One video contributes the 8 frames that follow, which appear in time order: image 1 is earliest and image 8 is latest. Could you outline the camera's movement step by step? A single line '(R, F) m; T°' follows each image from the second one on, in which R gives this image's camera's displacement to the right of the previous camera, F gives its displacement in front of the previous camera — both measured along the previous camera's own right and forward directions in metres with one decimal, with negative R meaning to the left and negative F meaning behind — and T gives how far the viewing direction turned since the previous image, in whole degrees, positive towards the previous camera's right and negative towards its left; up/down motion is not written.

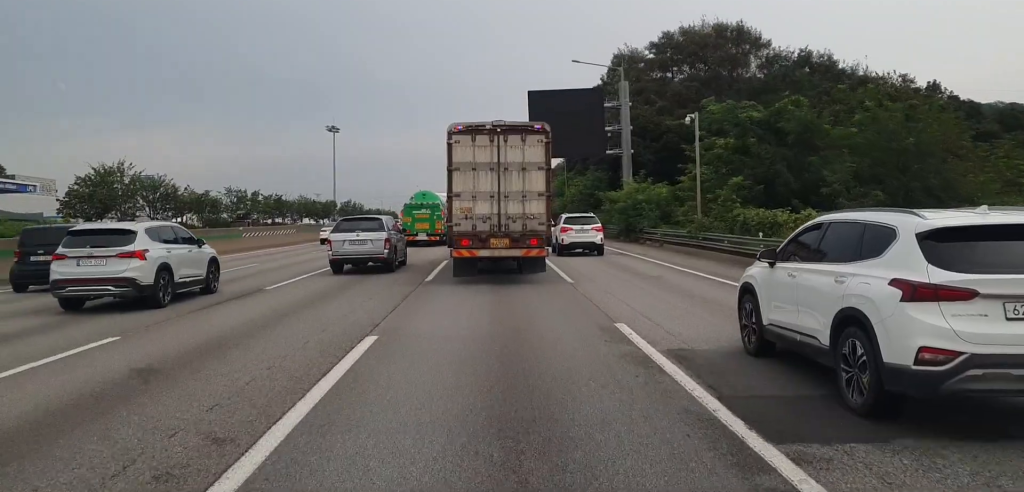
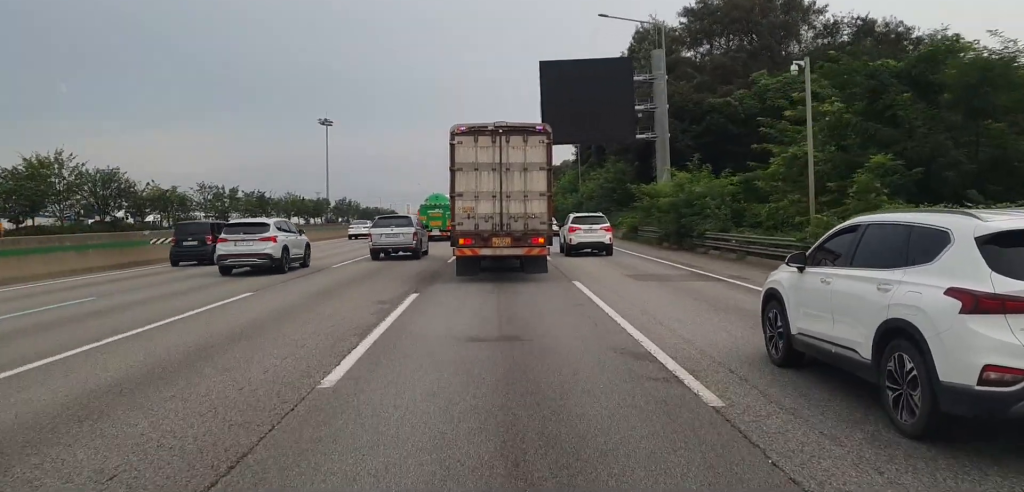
(0.0, +8.5) m; -2°
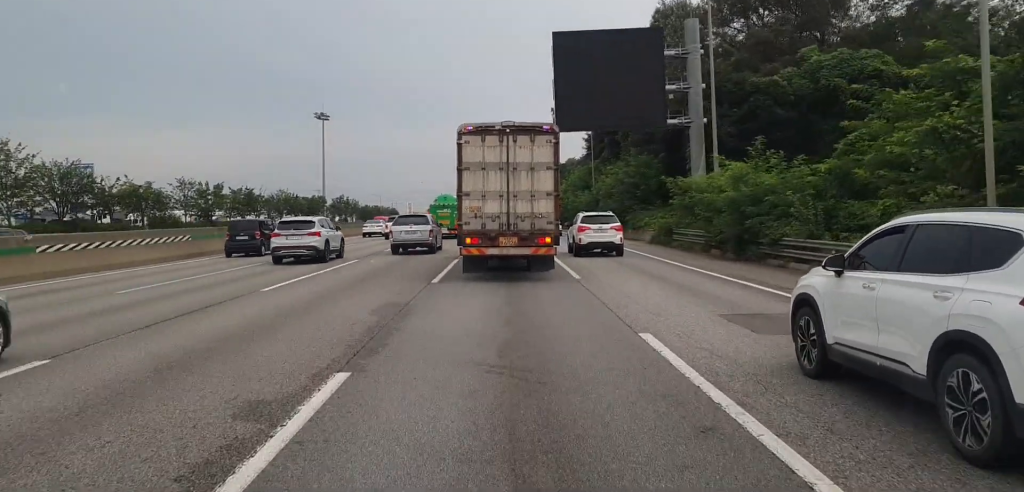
(-0.2, +6.7) m; -1°
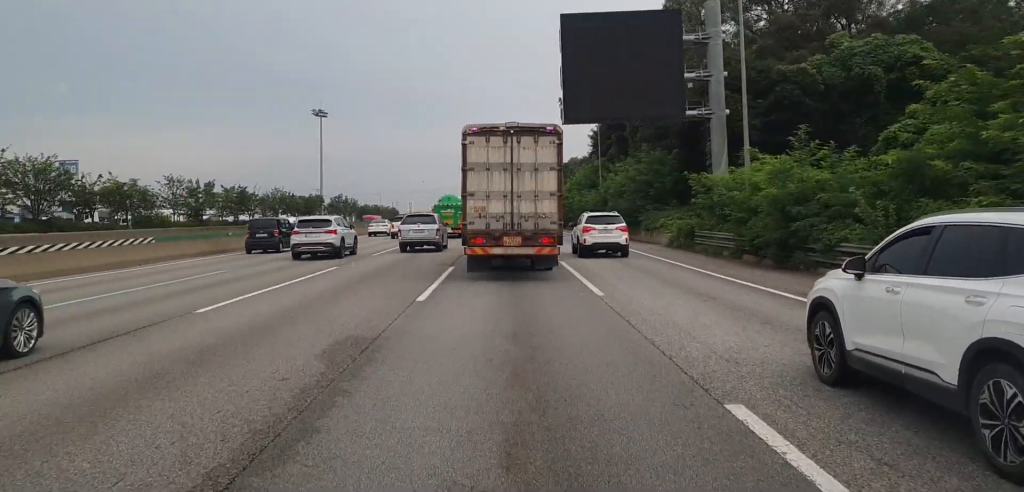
(-0.1, +4.4) m; +1°
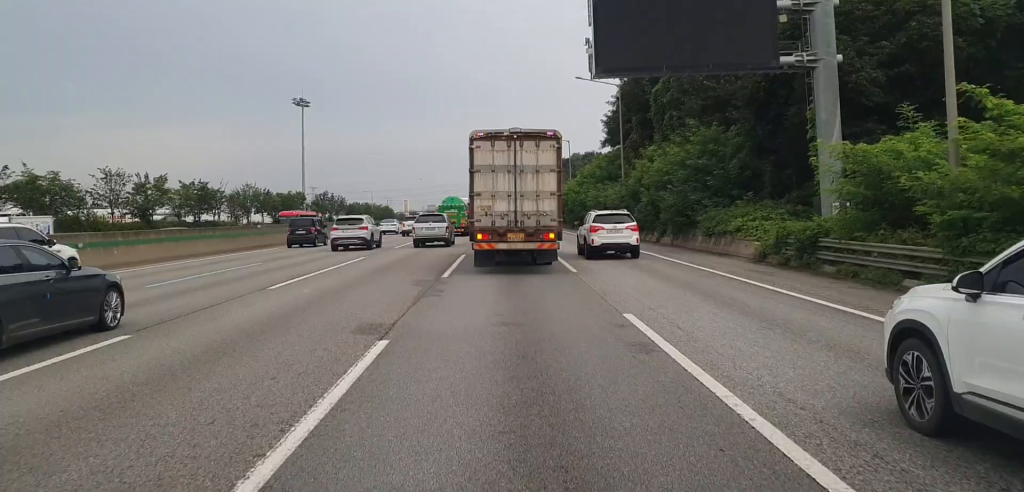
(+0.5, +16.6) m; +1°
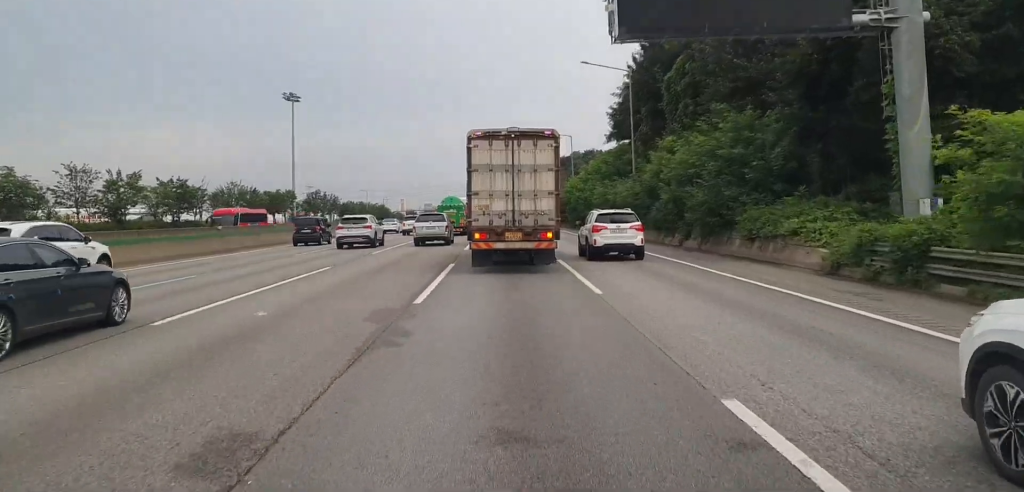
(0.0, +5.9) m; -1°
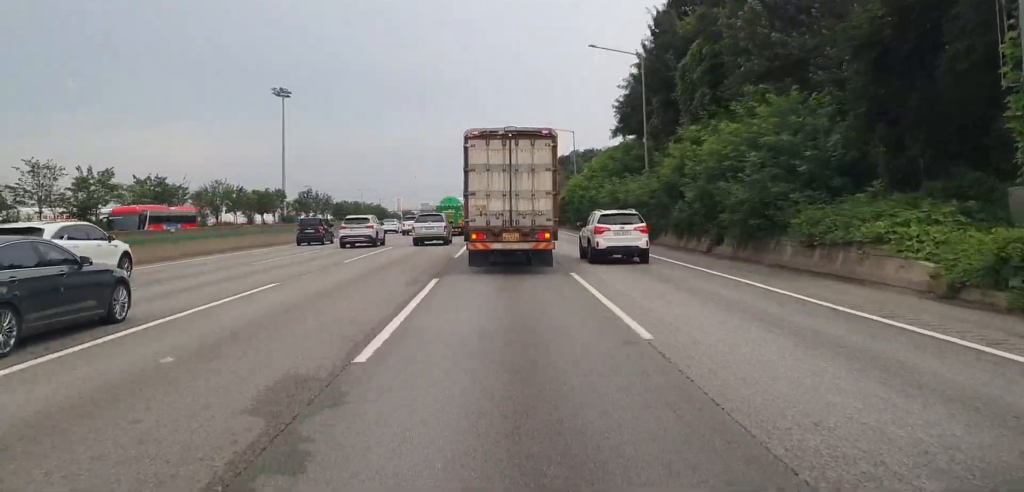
(-0.1, +5.9) m; 0°
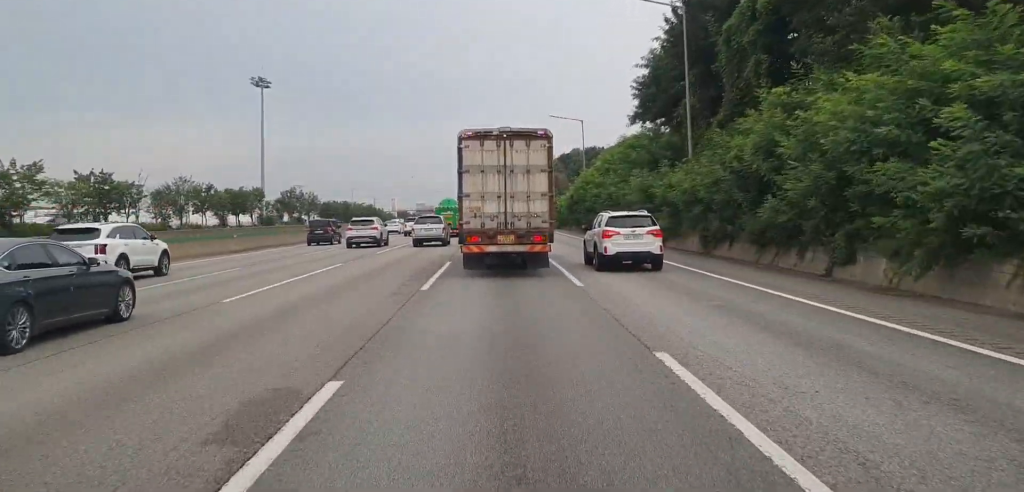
(+0.1, +12.8) m; -1°
